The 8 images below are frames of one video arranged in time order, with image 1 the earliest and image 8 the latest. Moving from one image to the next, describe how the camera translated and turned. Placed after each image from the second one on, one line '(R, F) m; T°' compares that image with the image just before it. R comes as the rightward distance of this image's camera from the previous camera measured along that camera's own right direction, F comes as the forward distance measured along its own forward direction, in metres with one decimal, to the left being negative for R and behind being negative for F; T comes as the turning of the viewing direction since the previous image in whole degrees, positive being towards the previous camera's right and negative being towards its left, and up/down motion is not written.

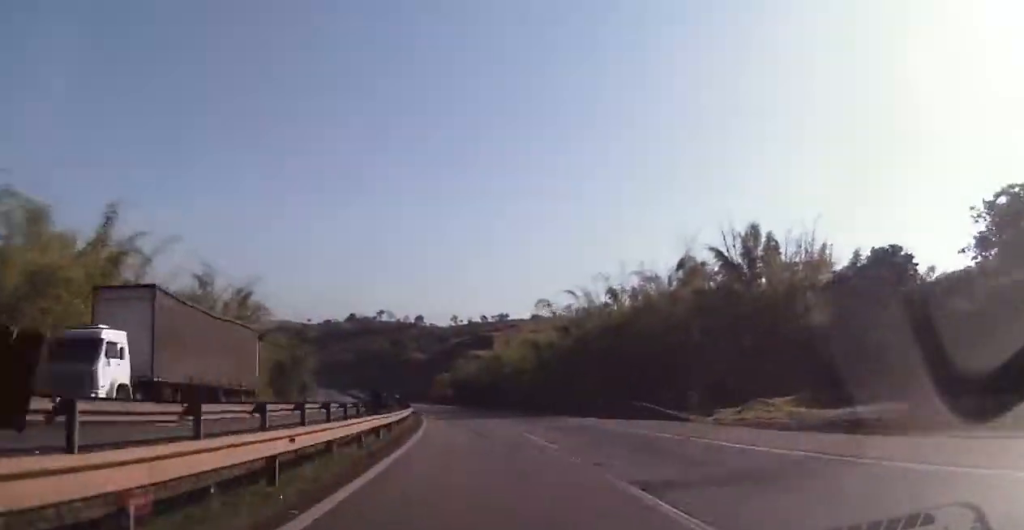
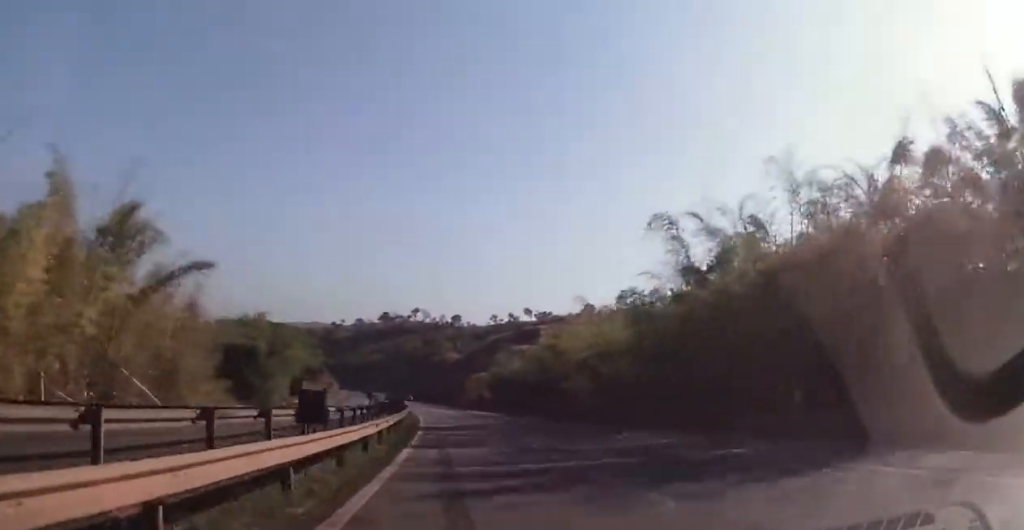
(-1.1, +32.4) m; -4°
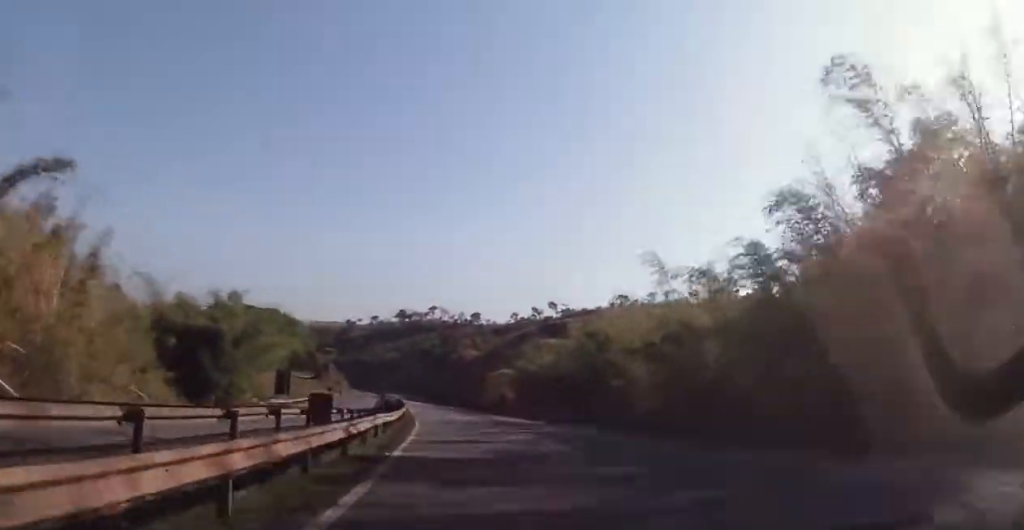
(-0.3, +18.1) m; -2°
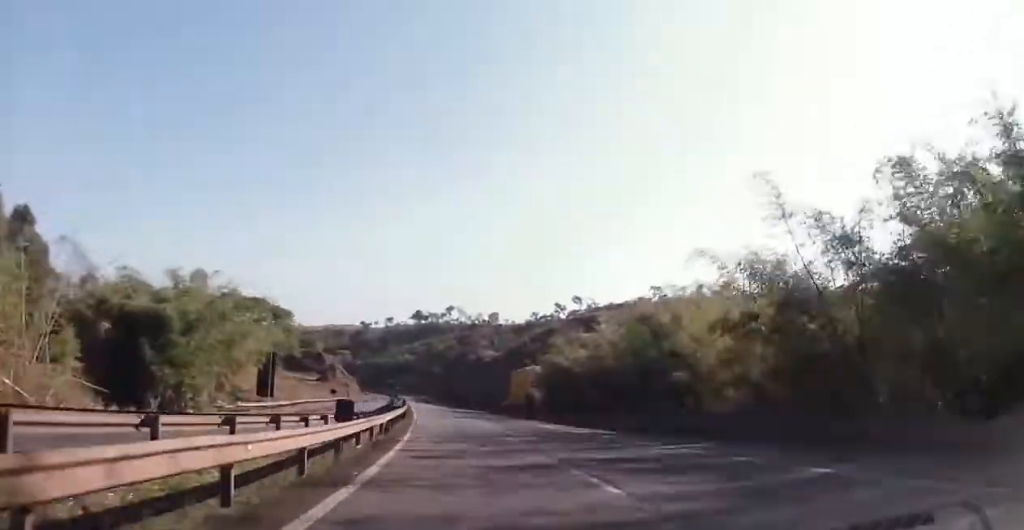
(-0.3, +15.1) m; -2°
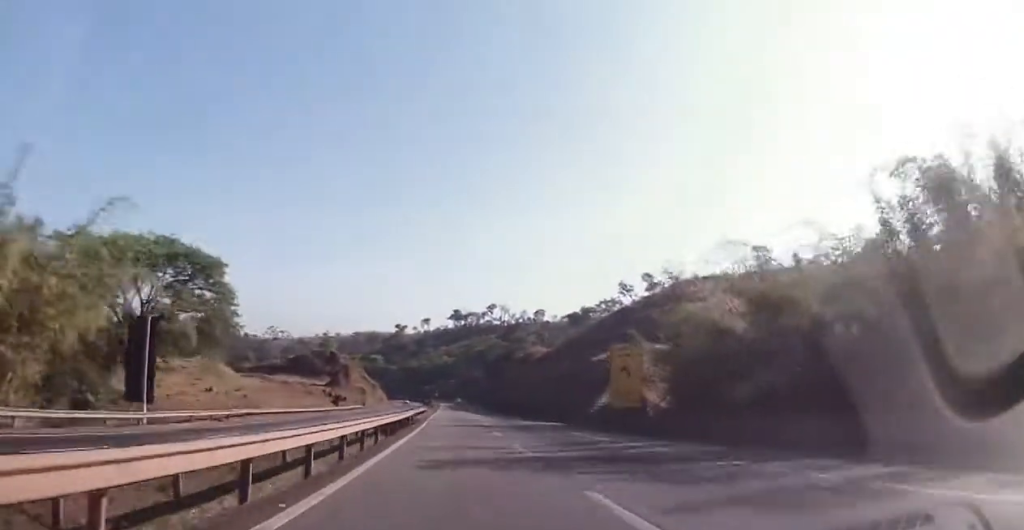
(-1.0, +37.0) m; -4°
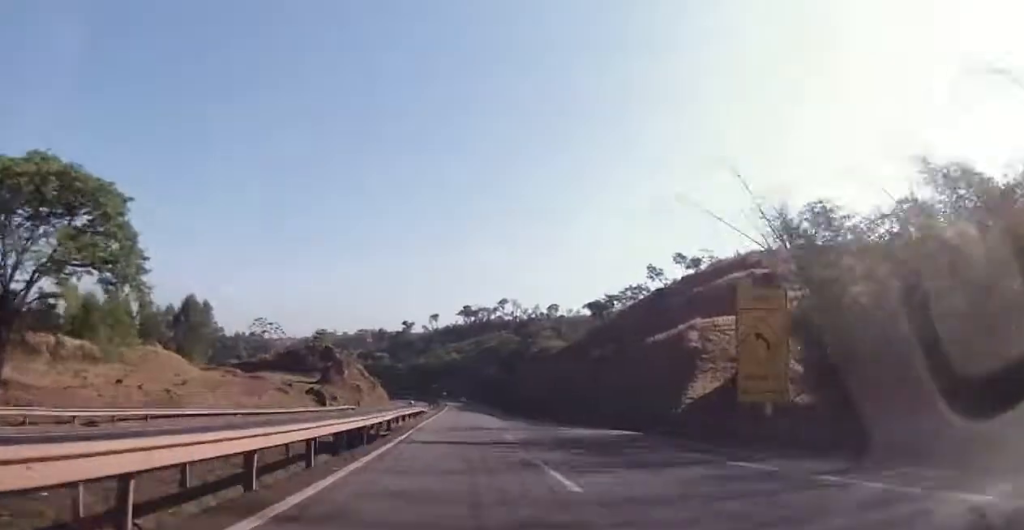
(-0.7, +19.1) m; -1°
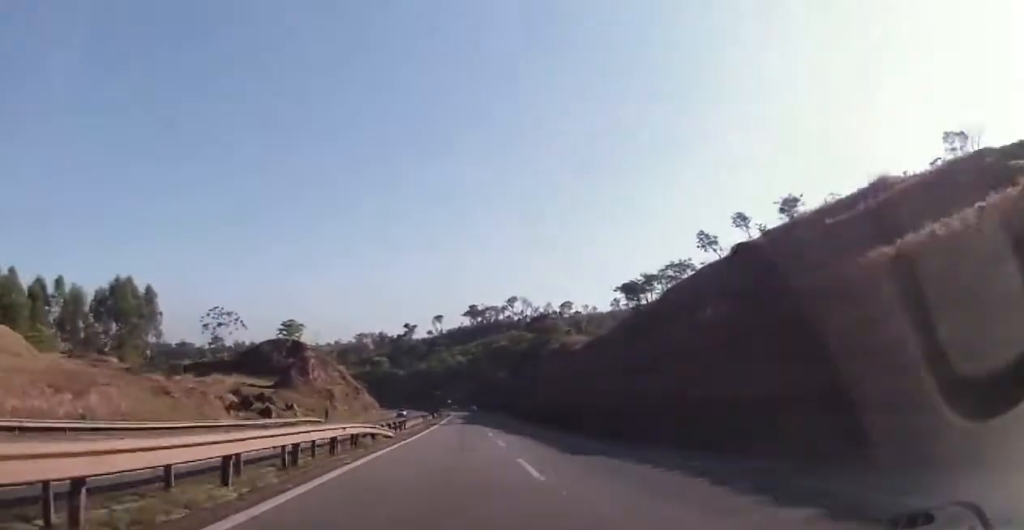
(-0.5, +32.1) m; -1°
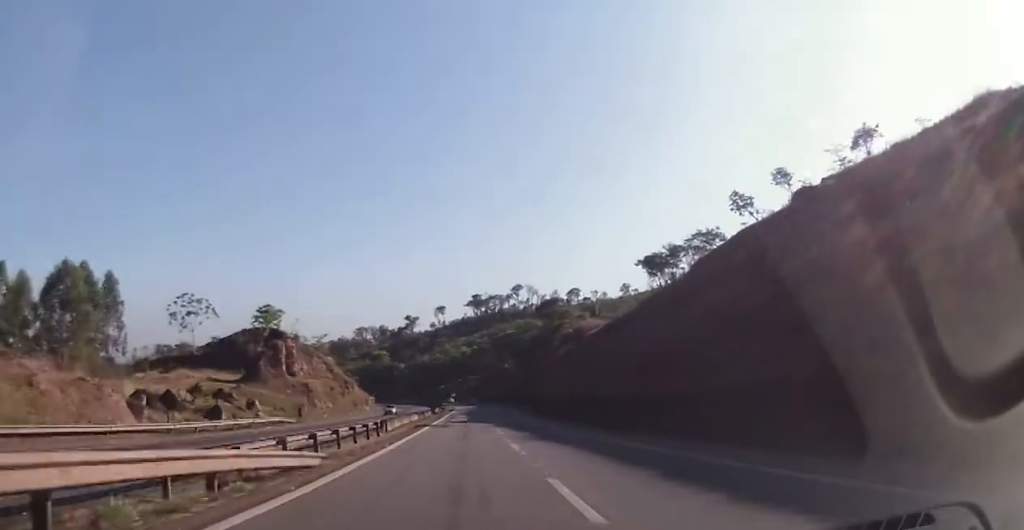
(+0.1, +16.2) m; 0°
